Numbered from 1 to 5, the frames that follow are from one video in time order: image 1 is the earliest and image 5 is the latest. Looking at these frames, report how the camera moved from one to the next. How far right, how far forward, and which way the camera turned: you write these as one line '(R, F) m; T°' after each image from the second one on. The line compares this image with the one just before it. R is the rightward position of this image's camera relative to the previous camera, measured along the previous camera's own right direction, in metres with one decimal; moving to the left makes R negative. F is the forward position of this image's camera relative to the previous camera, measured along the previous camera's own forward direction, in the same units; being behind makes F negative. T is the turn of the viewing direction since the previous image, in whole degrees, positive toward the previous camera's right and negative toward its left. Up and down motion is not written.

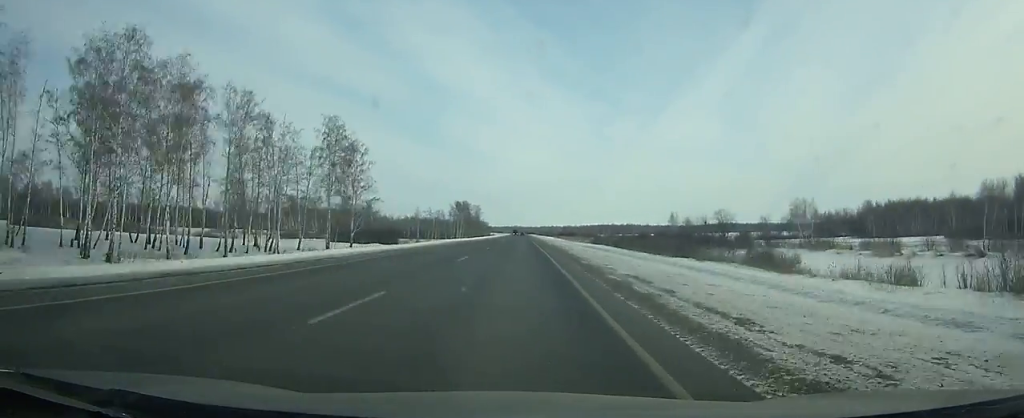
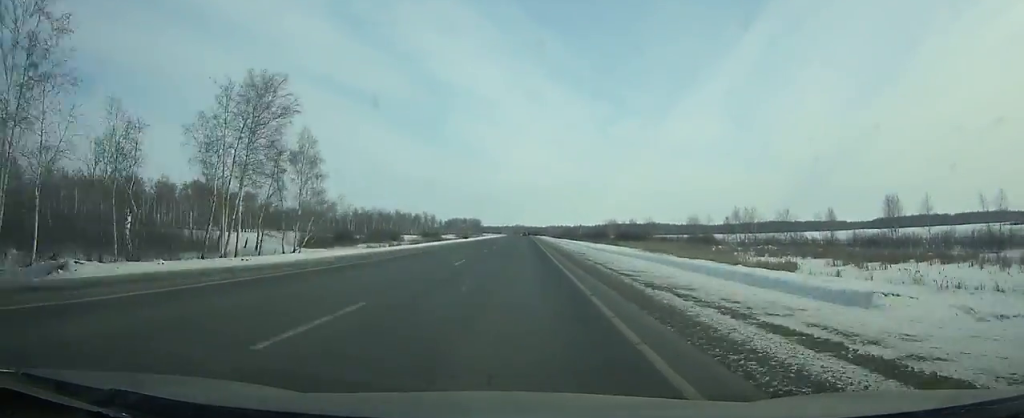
(-0.1, +225.9) m; 0°
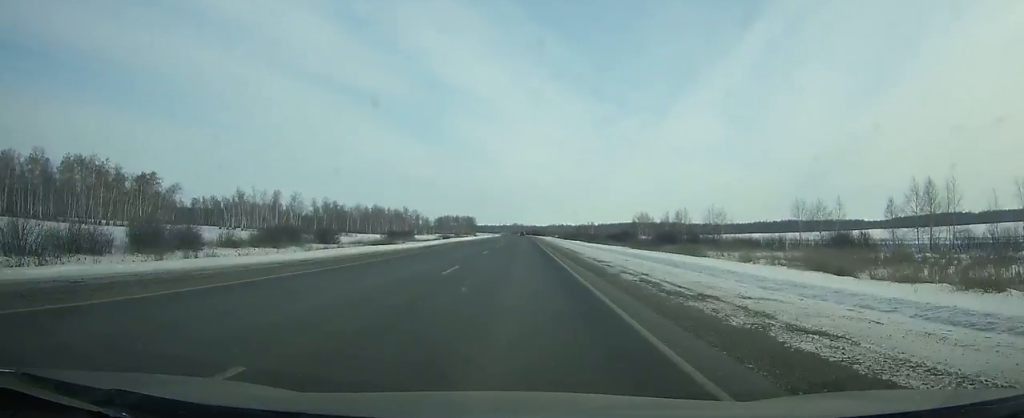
(0.0, +70.3) m; 0°
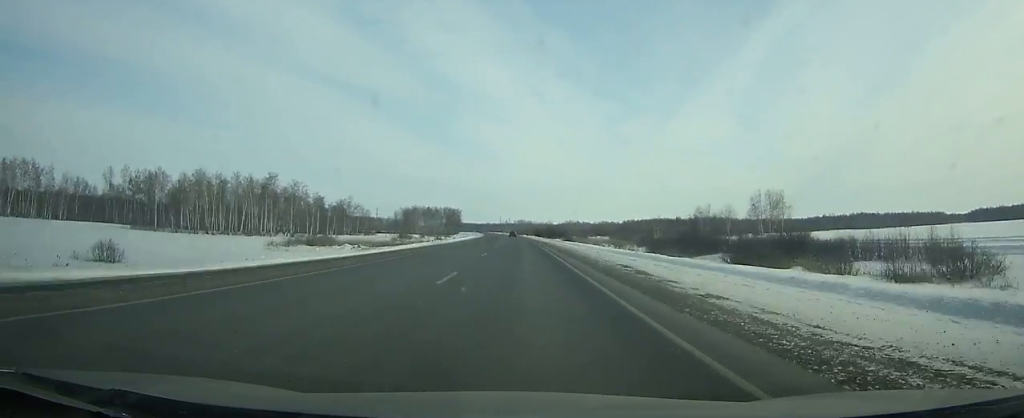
(-1.1, +211.3) m; -1°
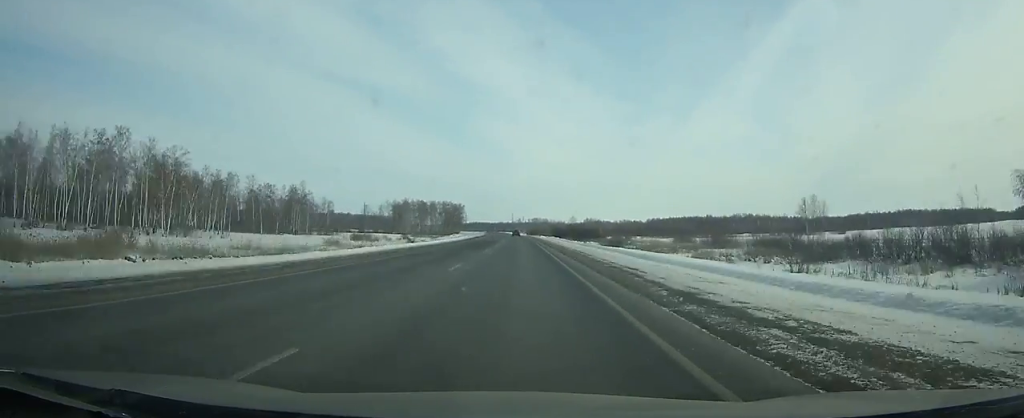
(-0.7, +76.4) m; -1°
